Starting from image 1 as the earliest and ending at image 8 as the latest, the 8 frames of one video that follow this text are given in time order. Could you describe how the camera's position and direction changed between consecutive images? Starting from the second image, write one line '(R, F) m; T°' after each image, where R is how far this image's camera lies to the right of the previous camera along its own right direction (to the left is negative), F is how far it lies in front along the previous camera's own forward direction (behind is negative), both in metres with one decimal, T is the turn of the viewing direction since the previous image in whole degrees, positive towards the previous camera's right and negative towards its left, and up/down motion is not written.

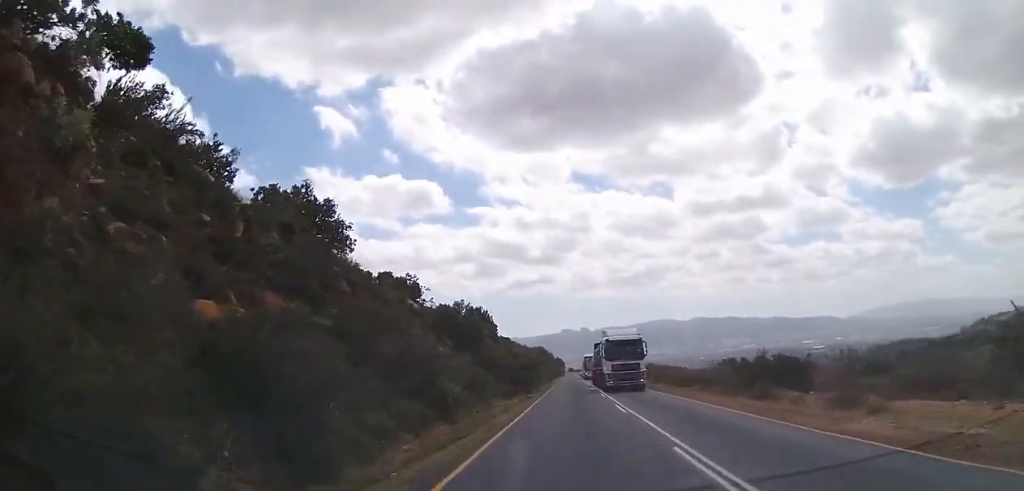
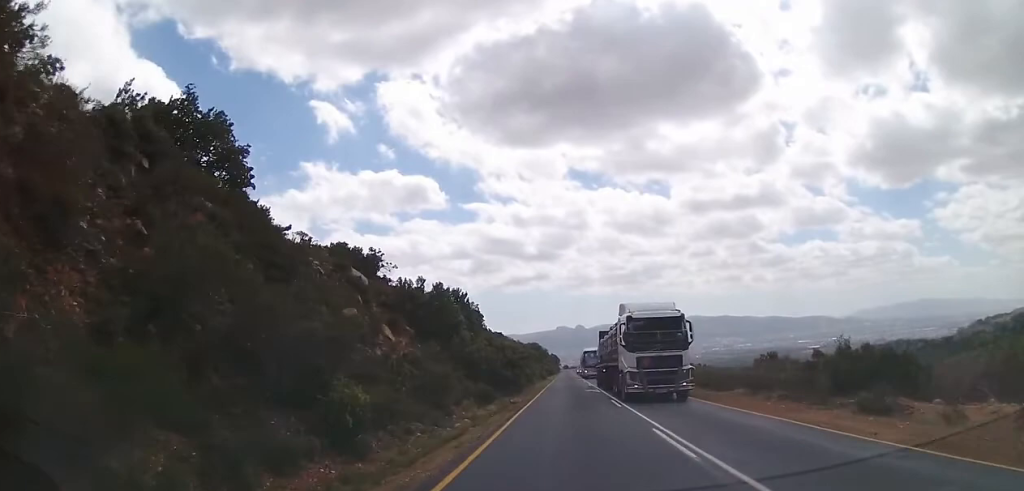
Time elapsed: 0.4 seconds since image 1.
(+0.2, +9.9) m; 0°
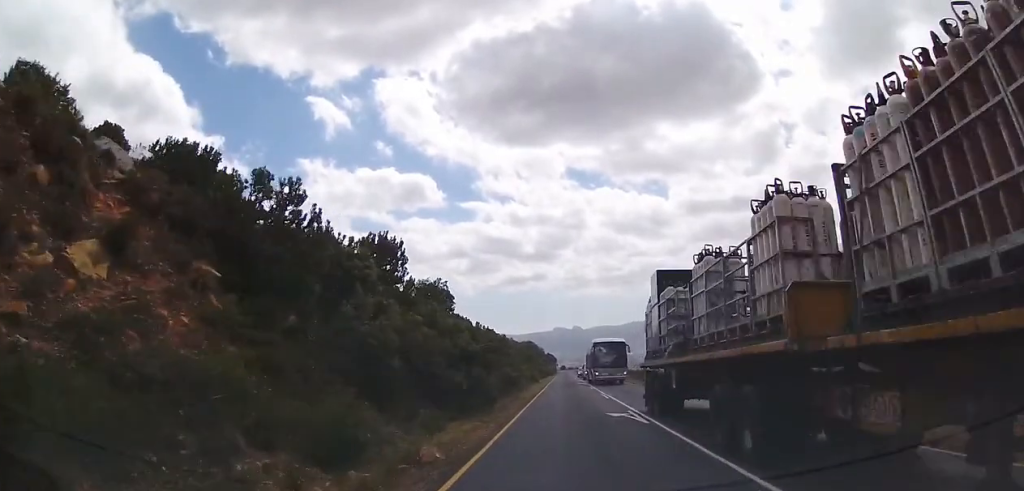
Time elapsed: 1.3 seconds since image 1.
(+0.1, +19.3) m; 0°
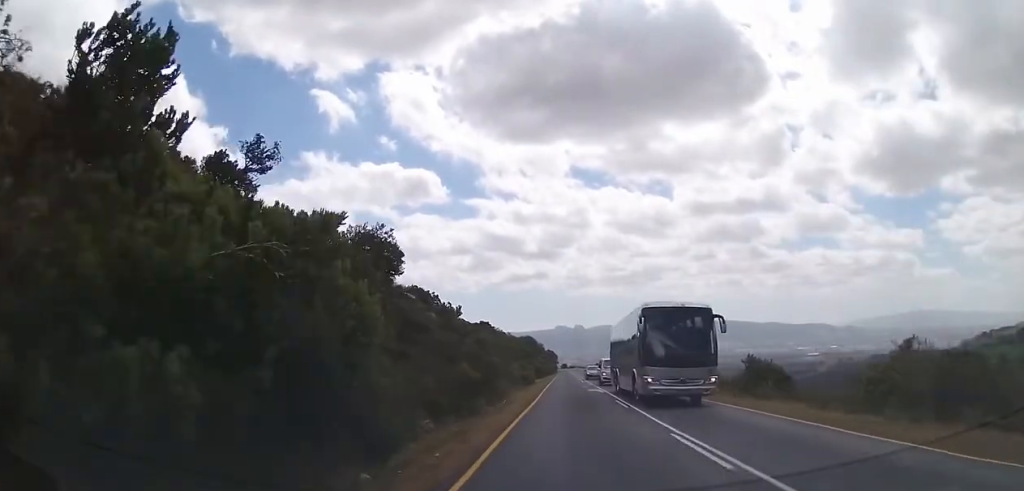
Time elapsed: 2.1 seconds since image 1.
(-0.2, +18.8) m; 0°
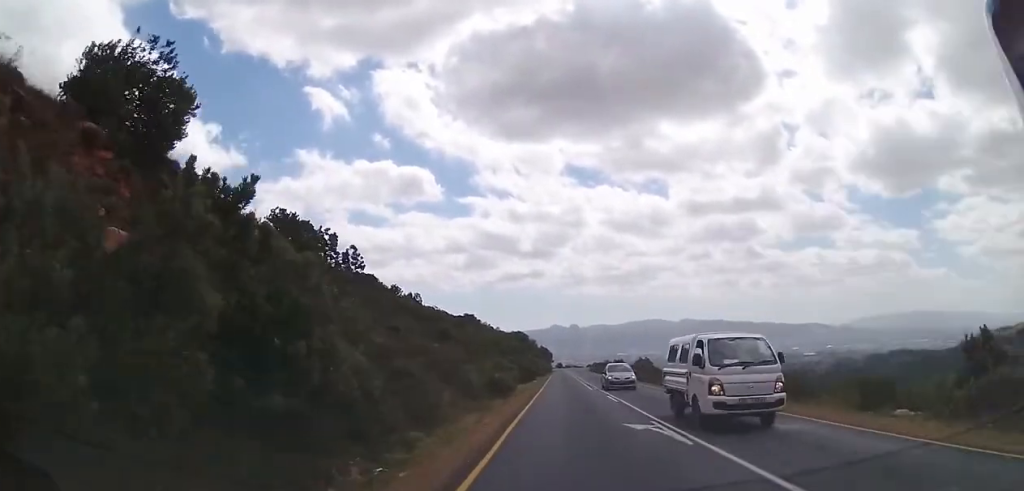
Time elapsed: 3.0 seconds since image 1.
(+0.4, +22.0) m; +1°
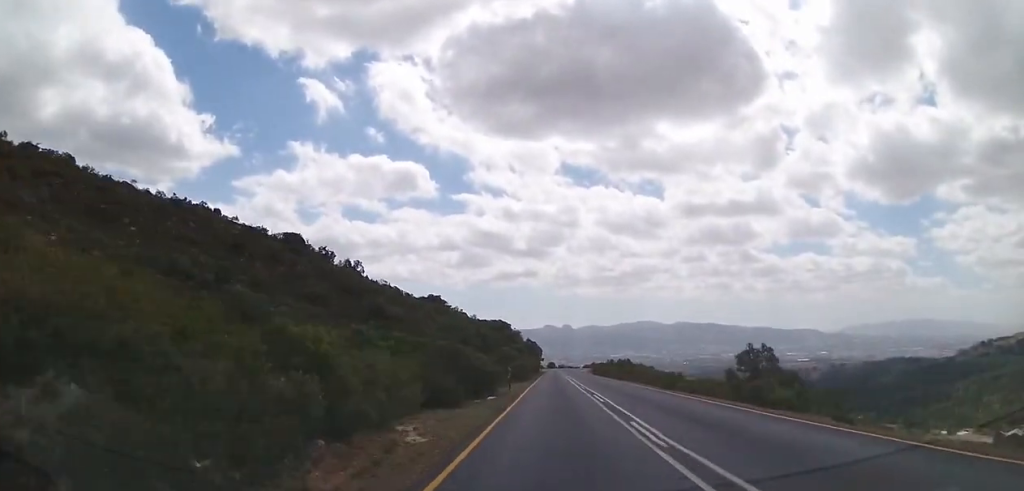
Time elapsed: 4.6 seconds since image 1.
(+0.7, +37.1) m; +1°
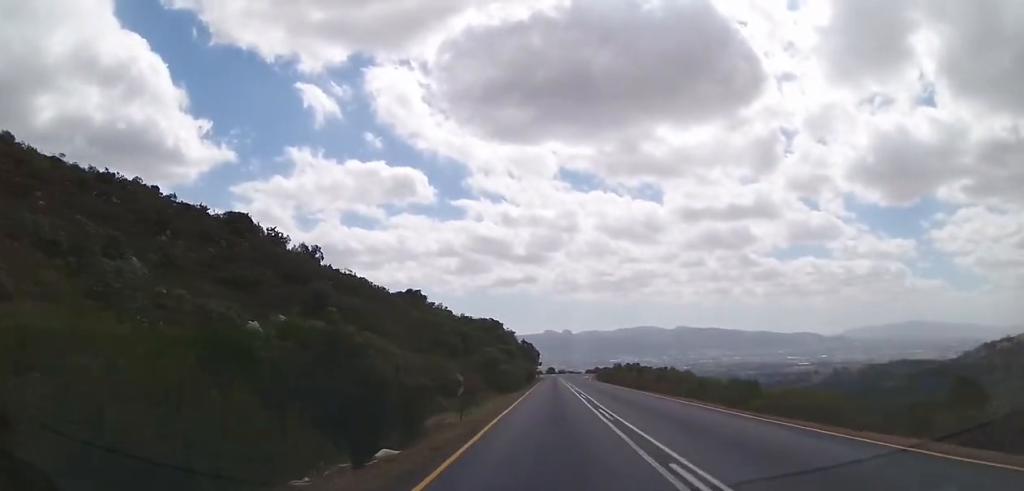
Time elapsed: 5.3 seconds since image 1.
(0.0, +17.4) m; -1°
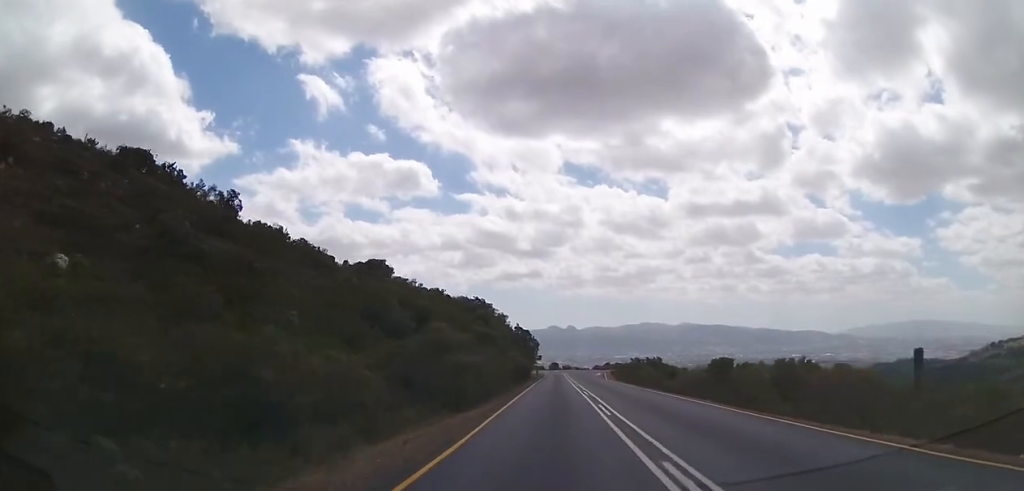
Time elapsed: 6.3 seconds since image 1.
(-0.5, +23.7) m; -2°
